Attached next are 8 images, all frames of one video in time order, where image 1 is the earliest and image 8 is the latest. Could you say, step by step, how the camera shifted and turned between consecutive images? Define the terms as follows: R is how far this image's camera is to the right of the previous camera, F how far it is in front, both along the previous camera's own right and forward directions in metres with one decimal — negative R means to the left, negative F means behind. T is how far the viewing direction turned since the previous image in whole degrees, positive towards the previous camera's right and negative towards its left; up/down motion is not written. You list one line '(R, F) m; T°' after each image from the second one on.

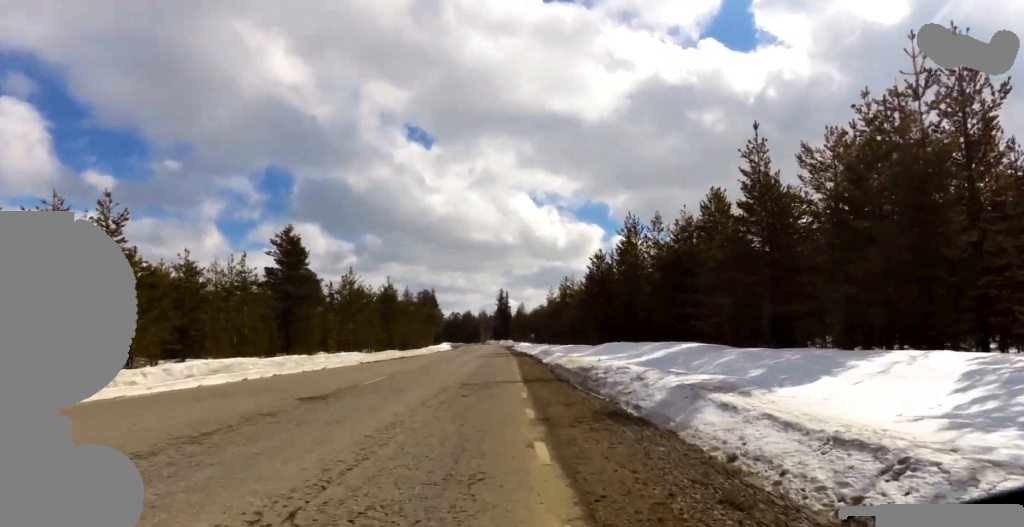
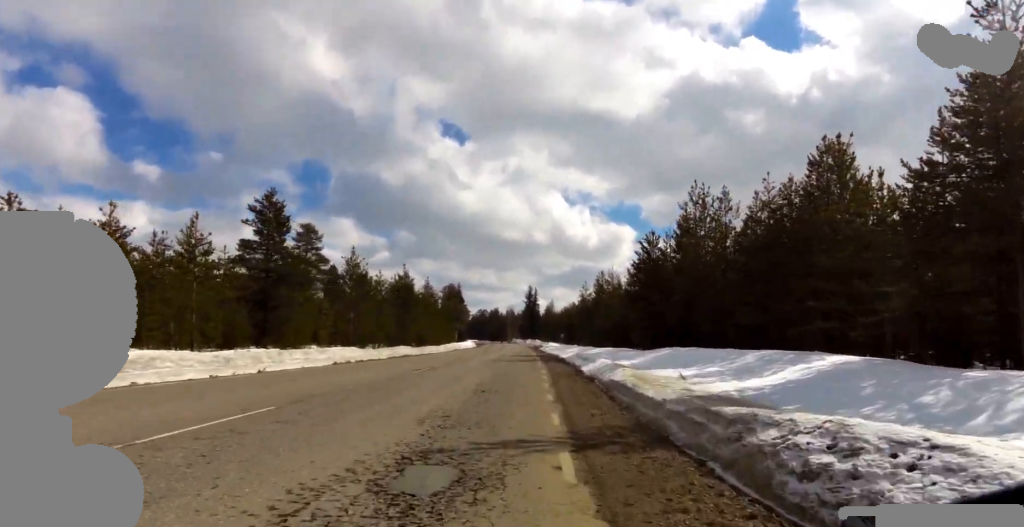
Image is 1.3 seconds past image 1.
(+0.7, +9.8) m; +4°
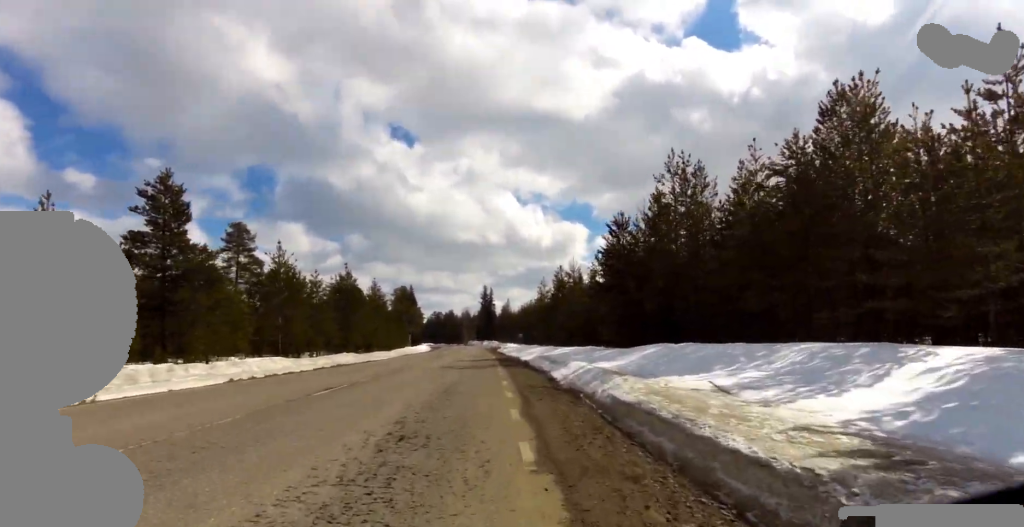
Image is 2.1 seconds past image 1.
(0.0, +5.6) m; -2°
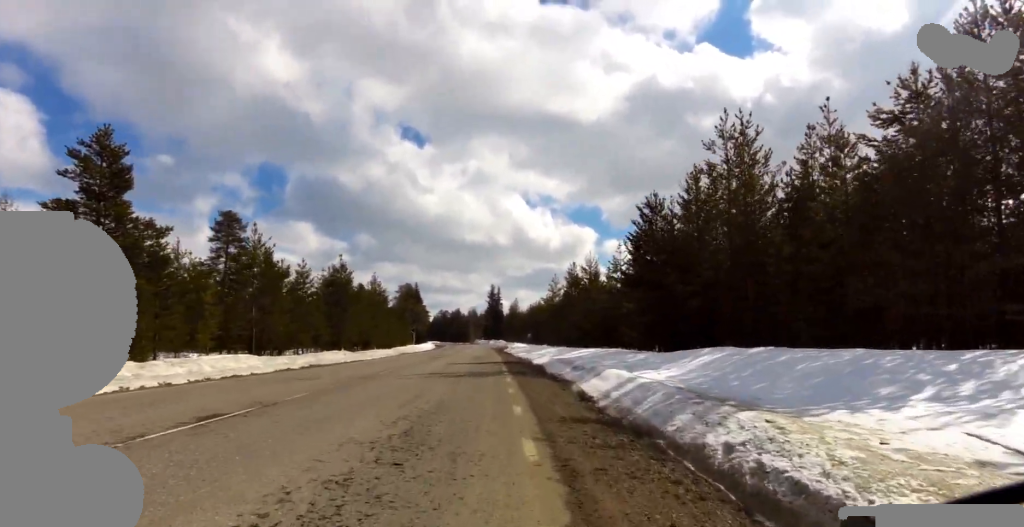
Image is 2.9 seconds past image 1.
(-0.3, +5.8) m; -3°
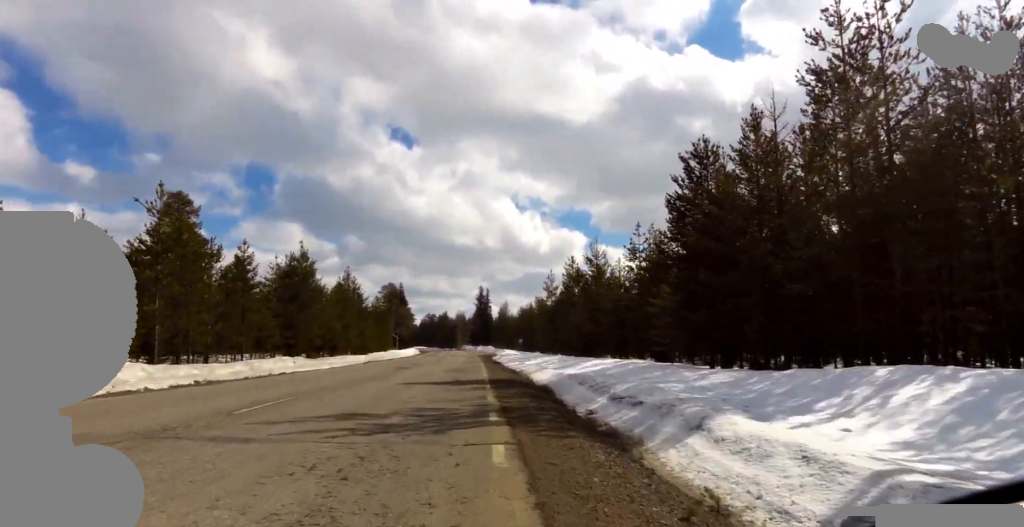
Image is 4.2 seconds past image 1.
(0.0, +8.6) m; -2°
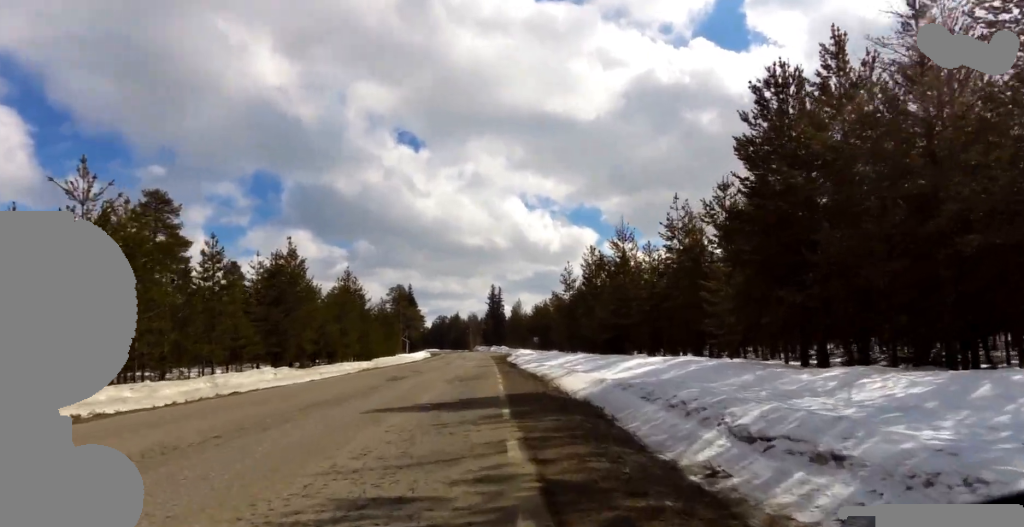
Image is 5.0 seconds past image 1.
(-0.1, +5.2) m; -1°
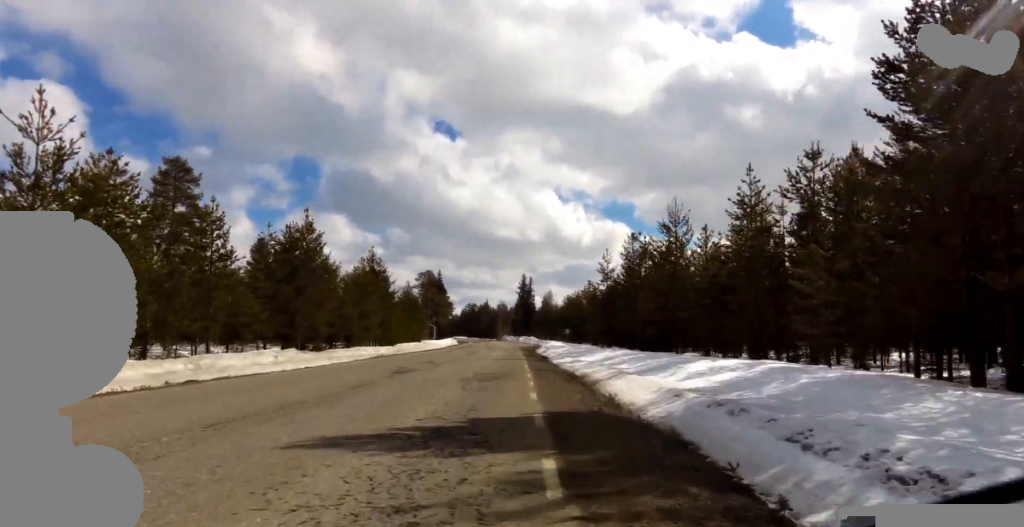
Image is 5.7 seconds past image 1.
(0.0, +4.4) m; 0°
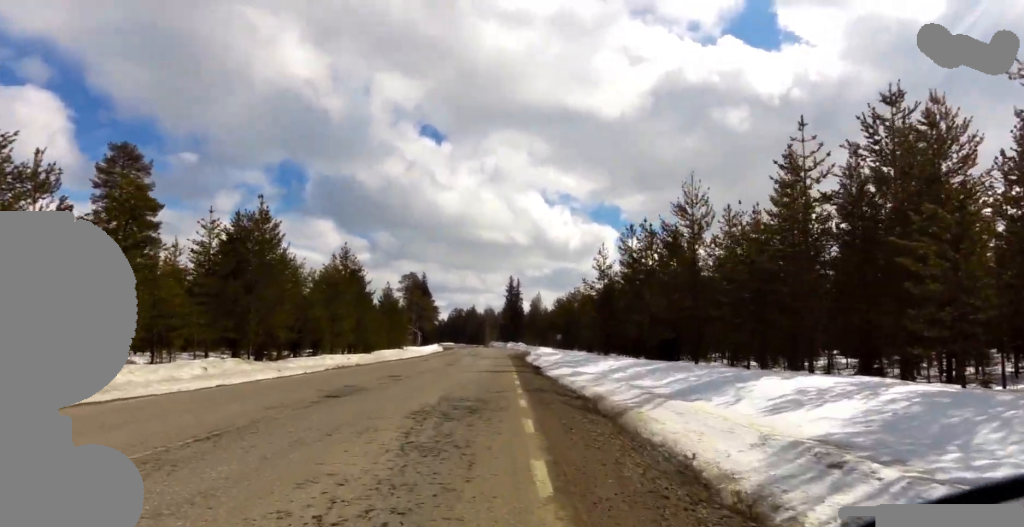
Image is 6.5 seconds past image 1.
(0.0, +5.3) m; 0°
